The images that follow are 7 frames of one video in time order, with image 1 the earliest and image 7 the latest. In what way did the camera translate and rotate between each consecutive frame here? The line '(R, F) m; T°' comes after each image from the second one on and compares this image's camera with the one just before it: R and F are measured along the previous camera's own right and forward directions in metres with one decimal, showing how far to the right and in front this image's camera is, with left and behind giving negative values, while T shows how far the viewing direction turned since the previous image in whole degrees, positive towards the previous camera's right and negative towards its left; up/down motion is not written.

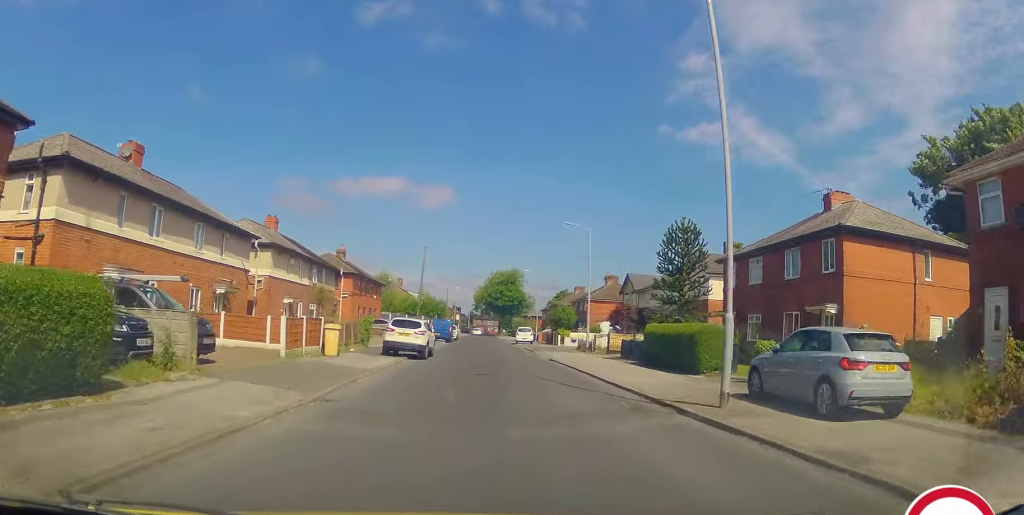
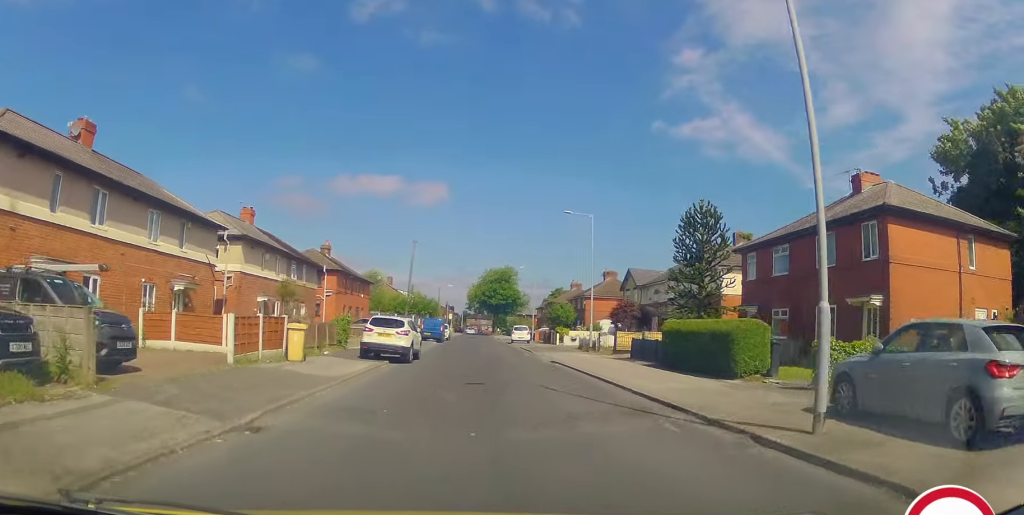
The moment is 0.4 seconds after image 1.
(0.0, +3.3) m; -1°
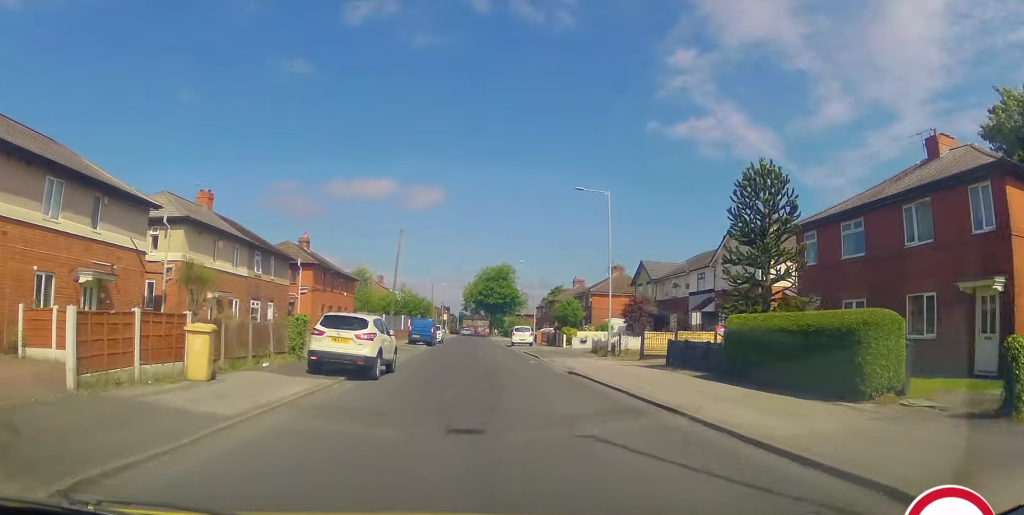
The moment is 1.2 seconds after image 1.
(-0.1, +6.0) m; 0°
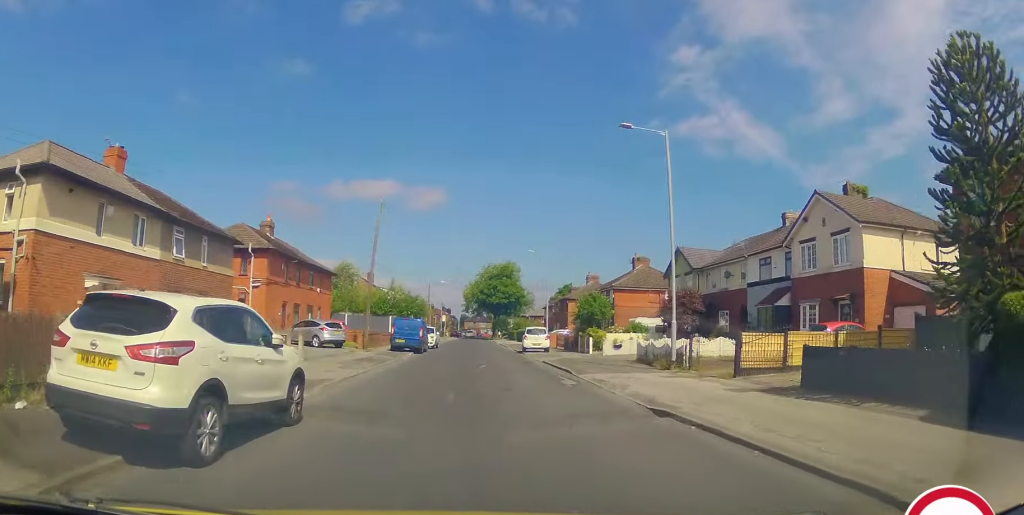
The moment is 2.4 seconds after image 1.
(+0.1, +9.7) m; +2°
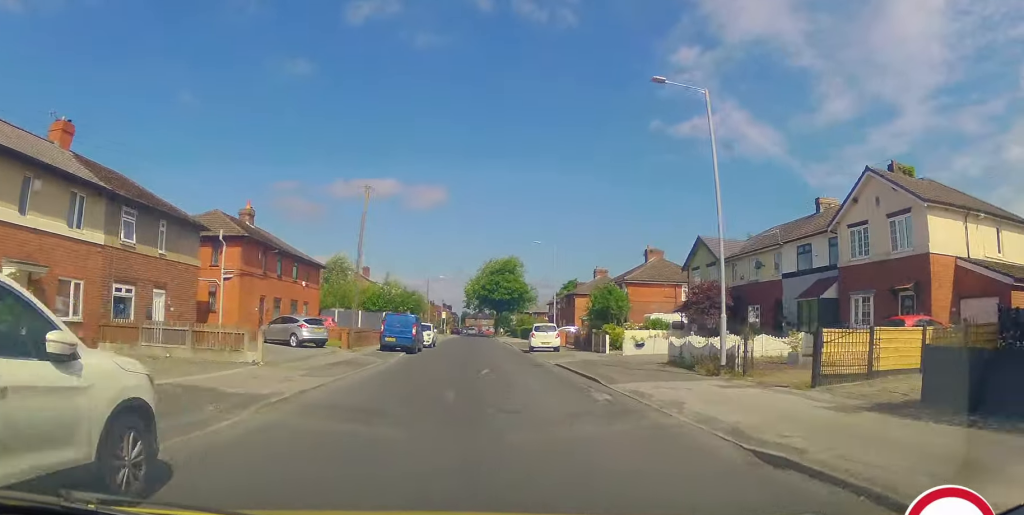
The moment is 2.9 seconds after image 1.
(+0.1, +4.1) m; +1°
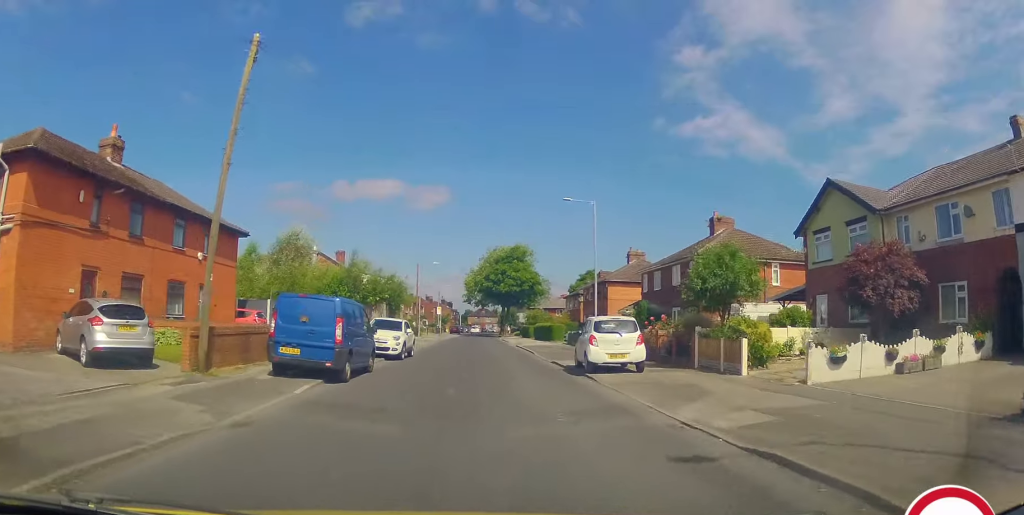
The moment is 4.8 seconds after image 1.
(0.0, +15.8) m; -2°
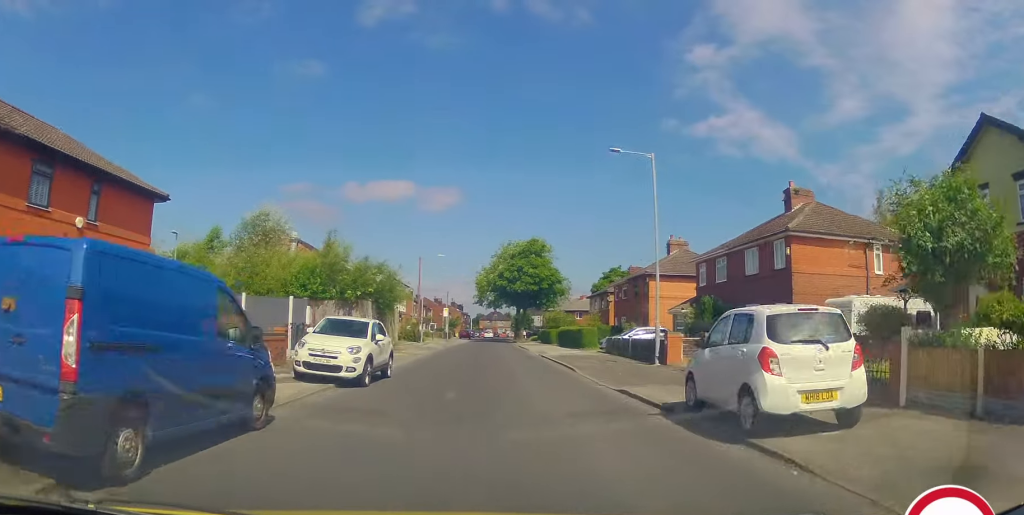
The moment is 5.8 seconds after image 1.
(-0.2, +9.1) m; -2°
